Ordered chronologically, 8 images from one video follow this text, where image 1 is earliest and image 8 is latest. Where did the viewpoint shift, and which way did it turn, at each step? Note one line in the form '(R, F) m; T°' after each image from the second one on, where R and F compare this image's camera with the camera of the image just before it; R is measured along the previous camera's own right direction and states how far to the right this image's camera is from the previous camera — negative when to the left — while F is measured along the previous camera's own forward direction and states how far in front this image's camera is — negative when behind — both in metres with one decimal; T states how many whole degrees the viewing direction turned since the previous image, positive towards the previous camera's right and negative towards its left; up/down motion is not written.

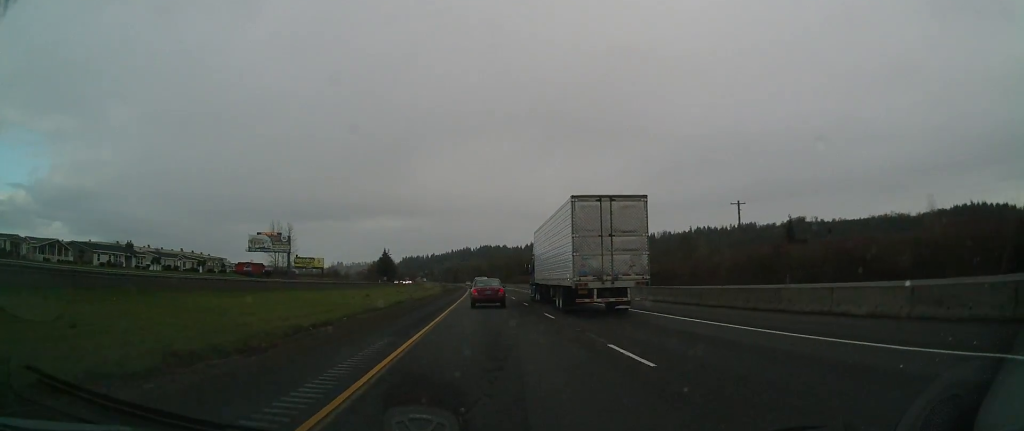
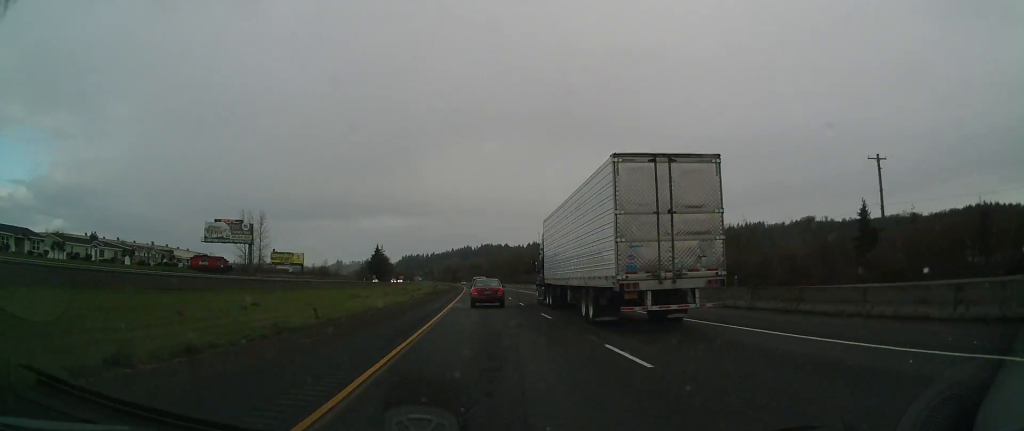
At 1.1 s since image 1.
(-0.3, +36.6) m; 0°
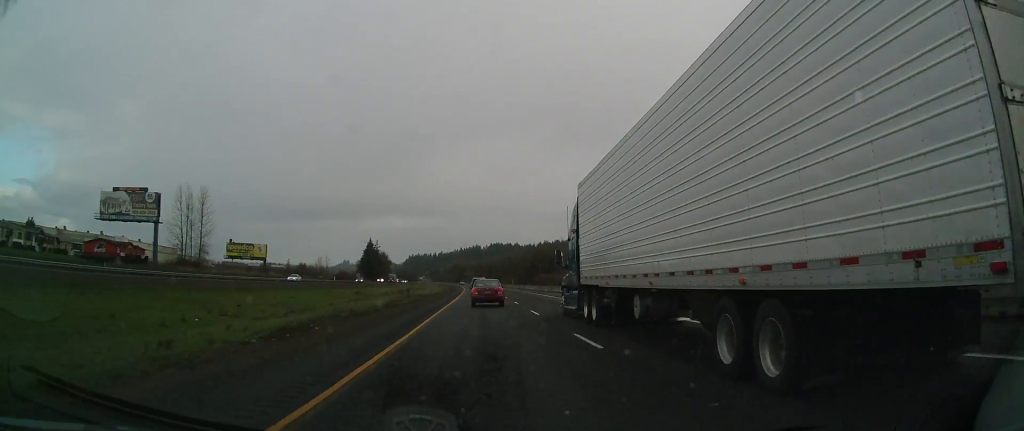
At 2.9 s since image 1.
(+0.9, +58.1) m; +1°
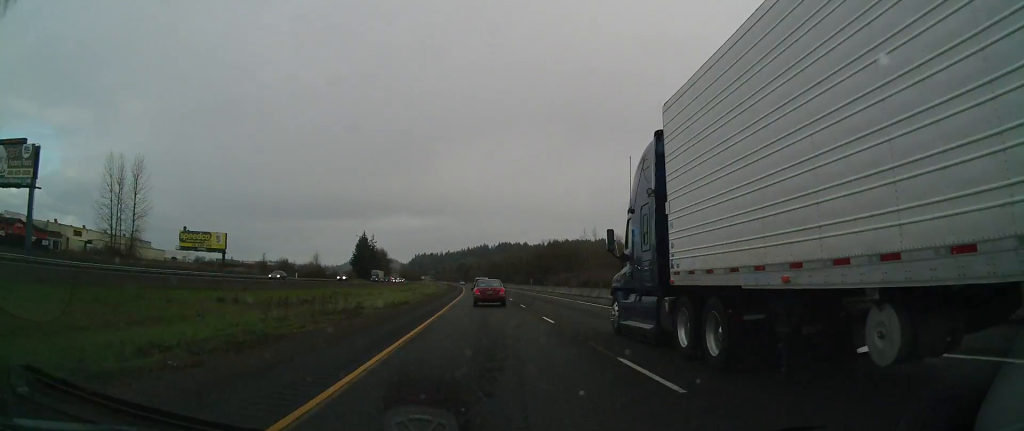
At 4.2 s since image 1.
(-0.6, +40.9) m; -1°
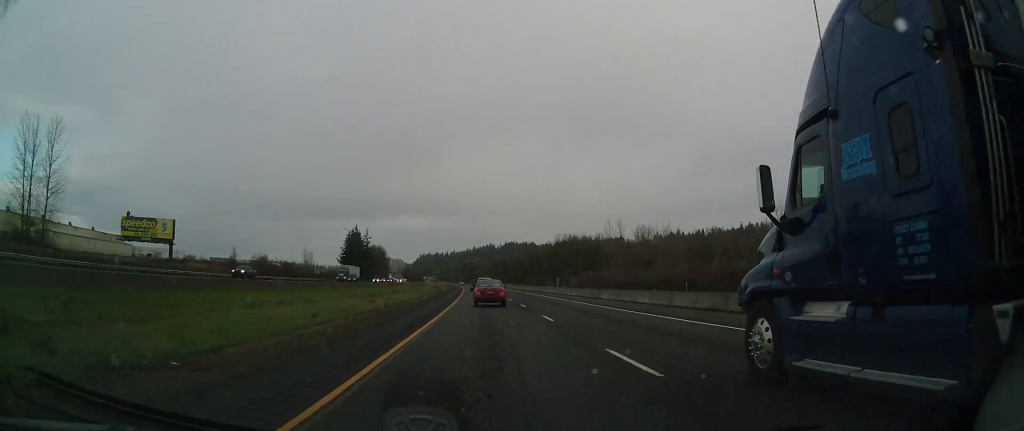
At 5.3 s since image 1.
(+0.3, +34.6) m; 0°
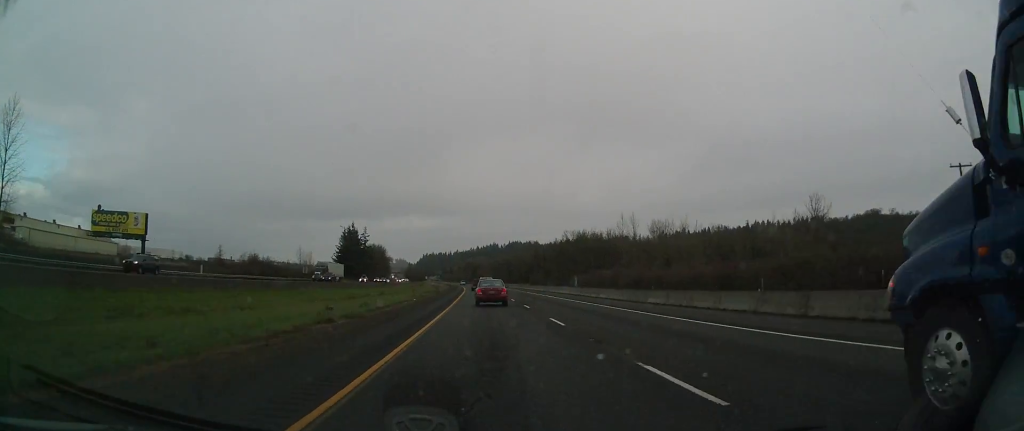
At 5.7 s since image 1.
(-0.1, +14.2) m; 0°
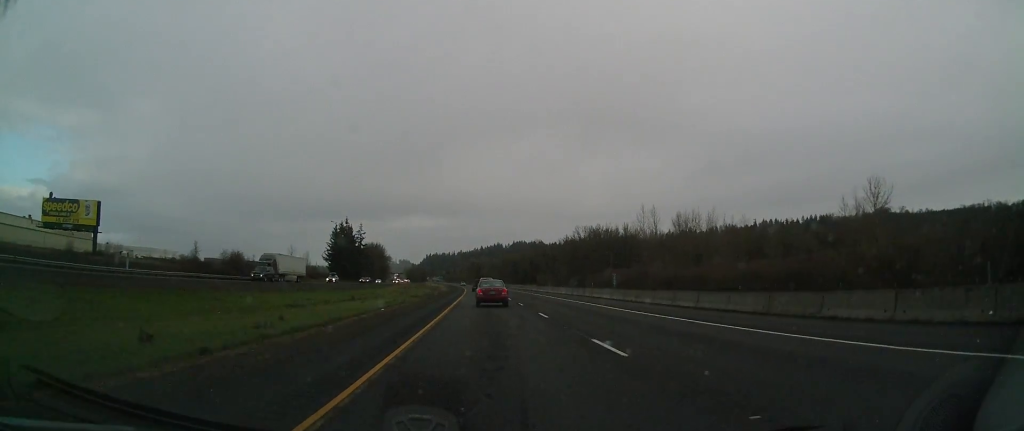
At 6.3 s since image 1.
(-0.1, +19.7) m; -1°
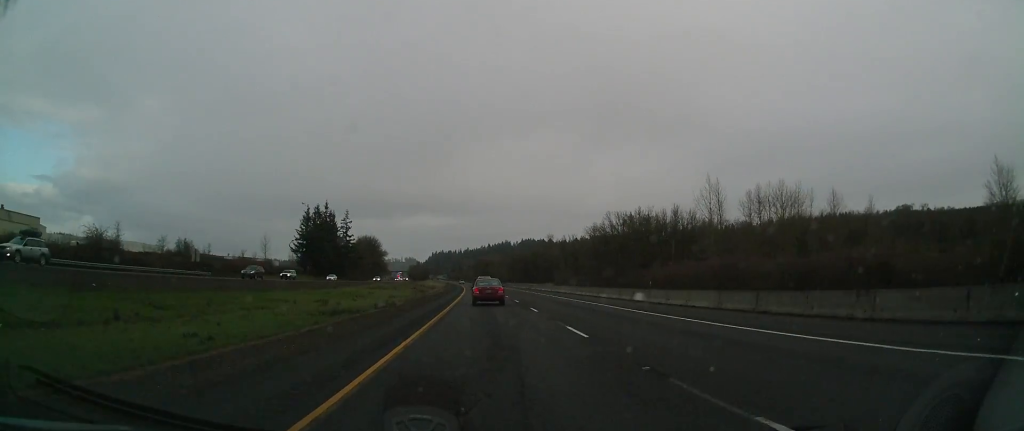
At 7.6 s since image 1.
(-0.5, +44.4) m; -1°
